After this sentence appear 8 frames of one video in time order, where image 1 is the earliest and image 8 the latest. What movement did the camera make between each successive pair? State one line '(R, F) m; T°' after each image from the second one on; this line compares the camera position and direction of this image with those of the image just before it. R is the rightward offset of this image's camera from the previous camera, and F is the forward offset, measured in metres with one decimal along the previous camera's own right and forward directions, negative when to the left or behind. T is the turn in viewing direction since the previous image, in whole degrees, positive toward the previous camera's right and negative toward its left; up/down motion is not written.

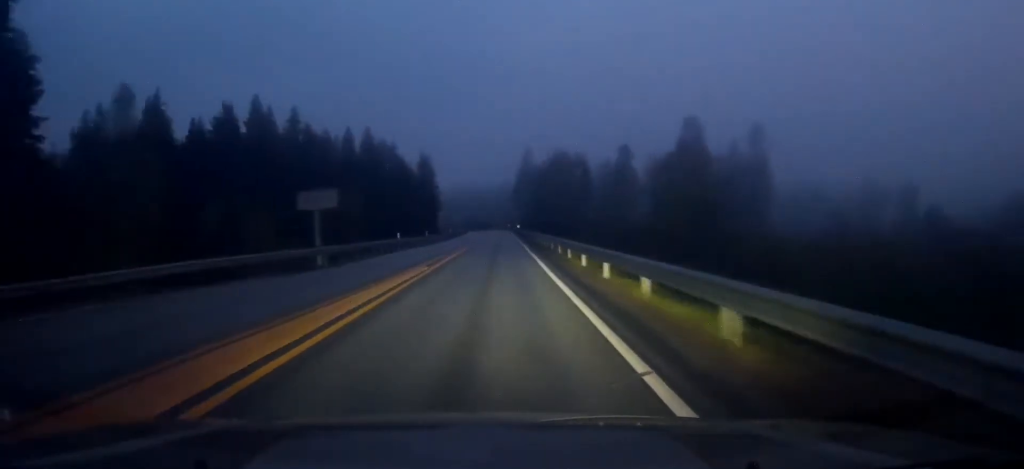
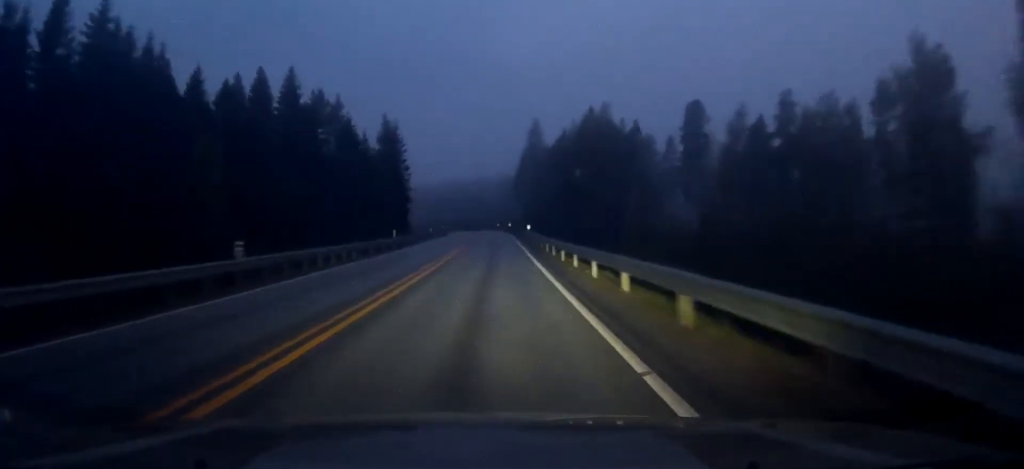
(+0.4, +41.2) m; 0°
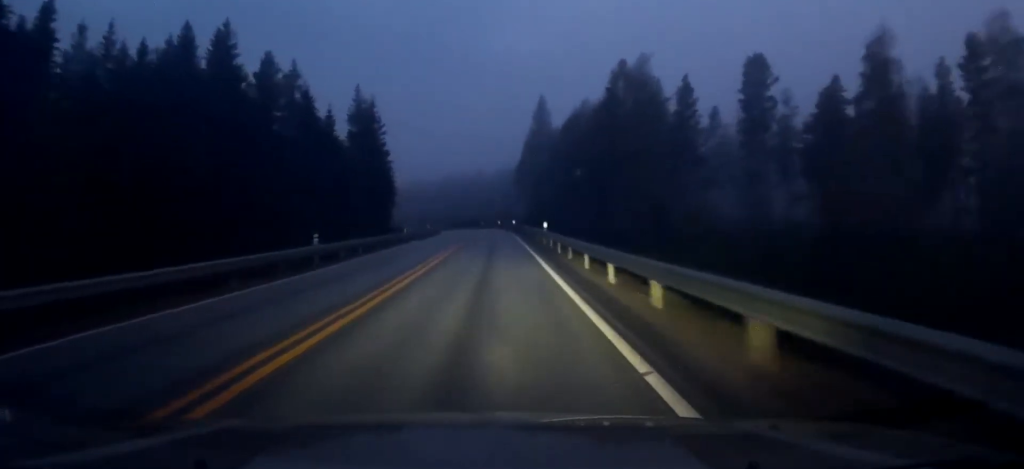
(0.0, +18.4) m; -1°
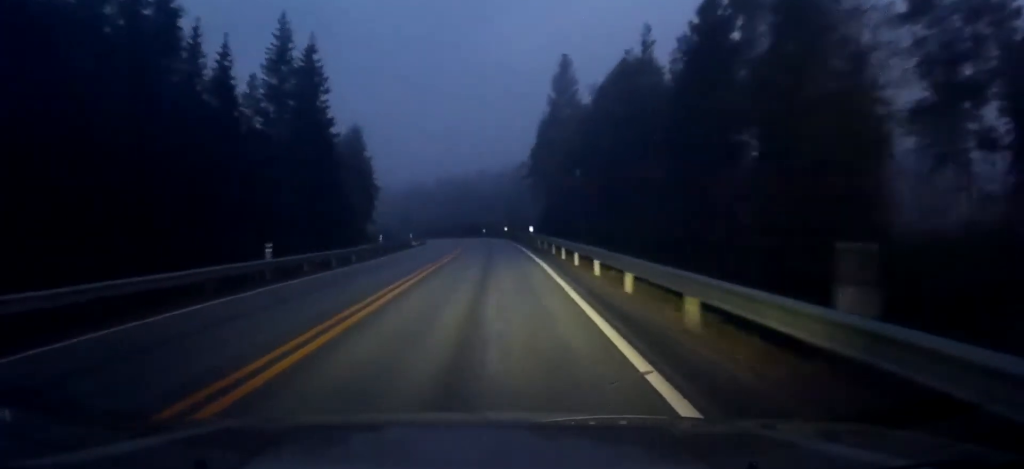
(-0.4, +28.9) m; -1°
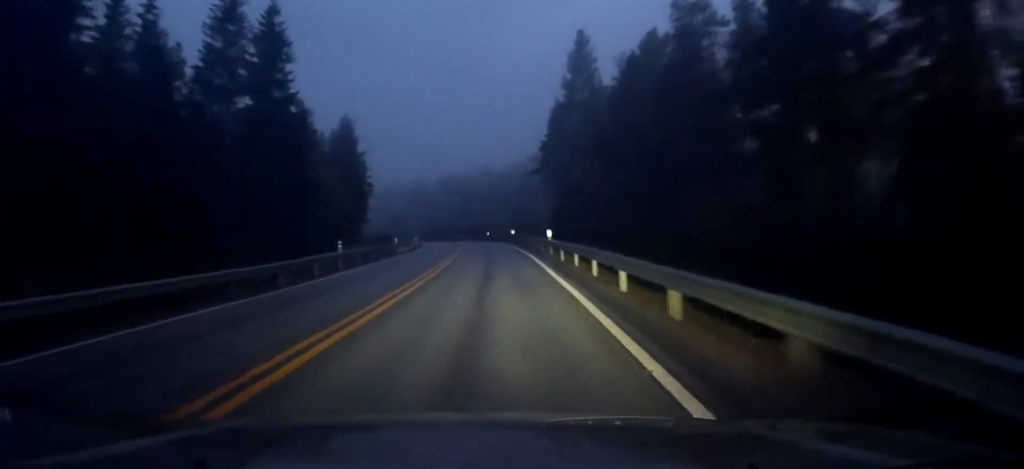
(0.0, +11.4) m; 0°
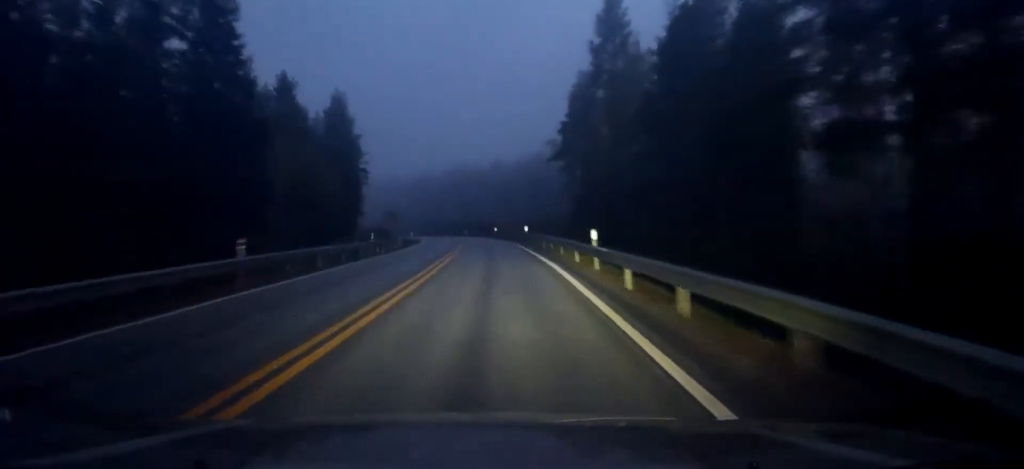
(-0.1, +11.4) m; 0°
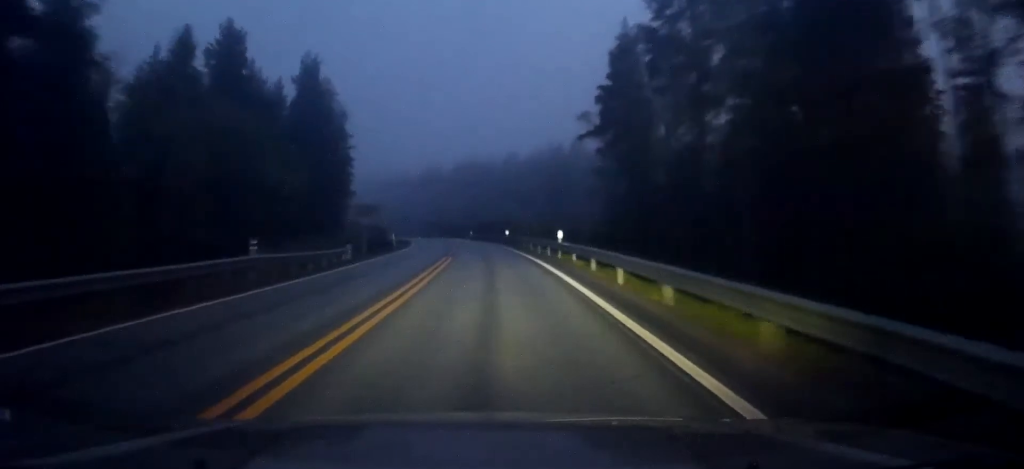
(-0.1, +19.2) m; -1°
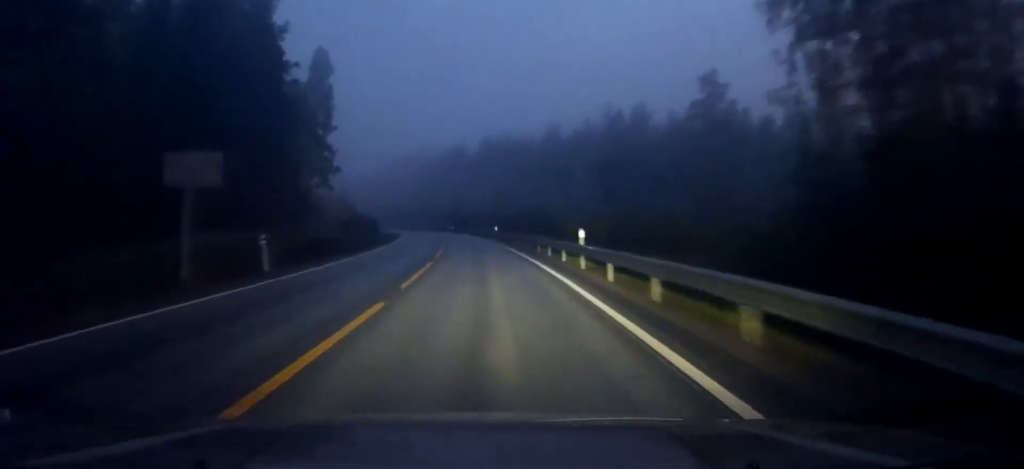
(-0.7, +34.9) m; -3°
